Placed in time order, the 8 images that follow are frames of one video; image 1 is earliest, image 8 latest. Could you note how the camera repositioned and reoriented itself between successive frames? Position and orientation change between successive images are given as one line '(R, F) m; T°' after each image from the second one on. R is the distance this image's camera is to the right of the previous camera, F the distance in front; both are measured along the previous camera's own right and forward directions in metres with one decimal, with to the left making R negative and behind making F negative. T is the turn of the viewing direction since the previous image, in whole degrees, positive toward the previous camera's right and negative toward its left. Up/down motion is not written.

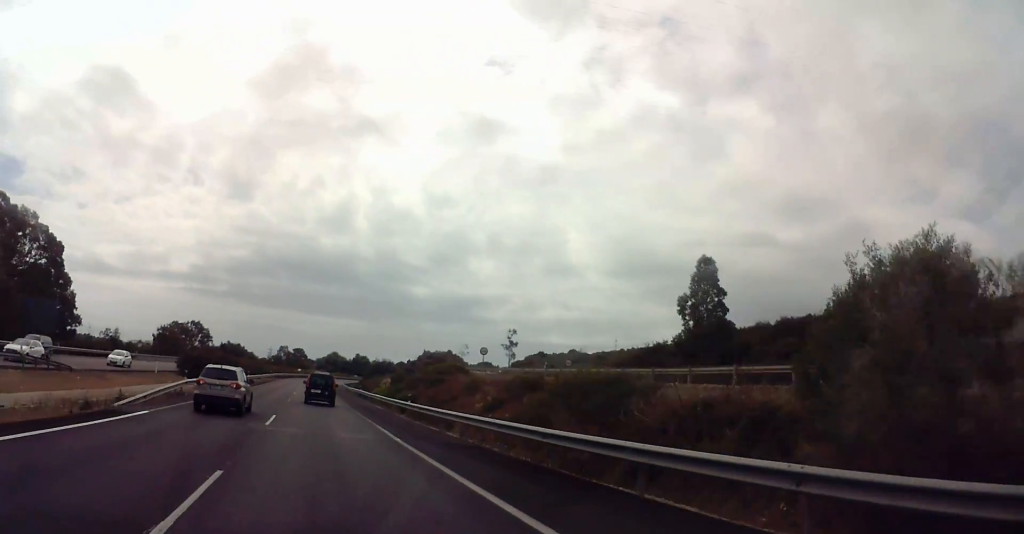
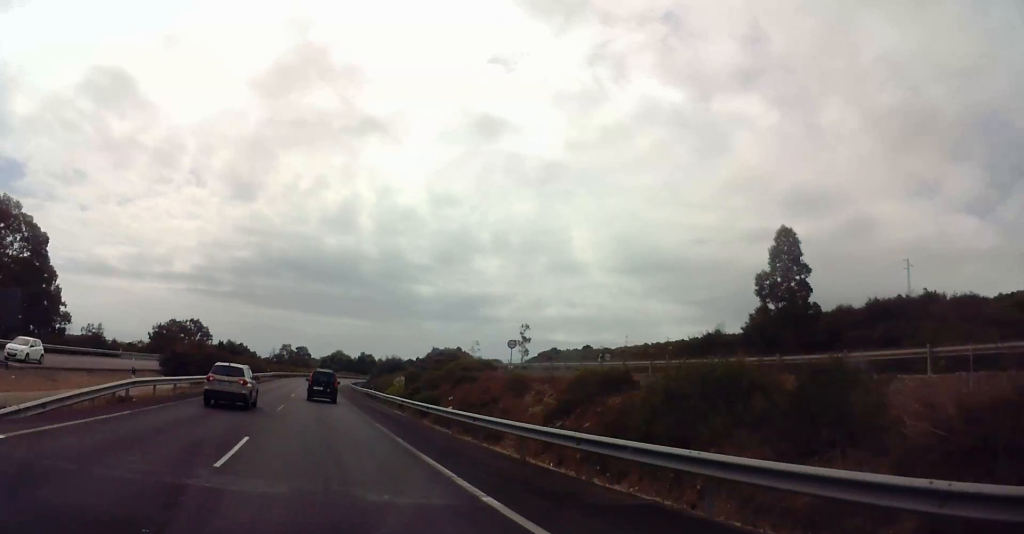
(+0.1, +11.1) m; 0°
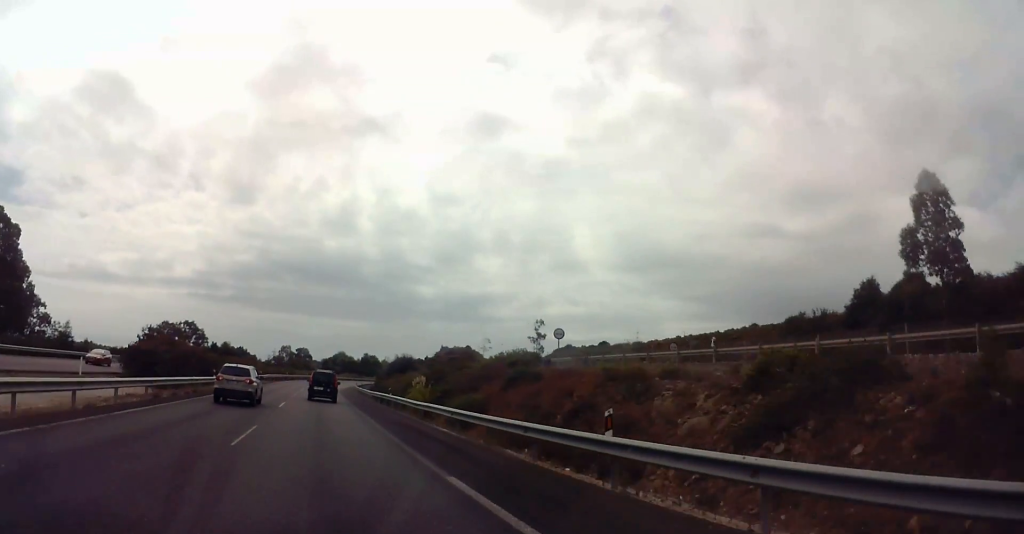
(-0.2, +13.2) m; -1°
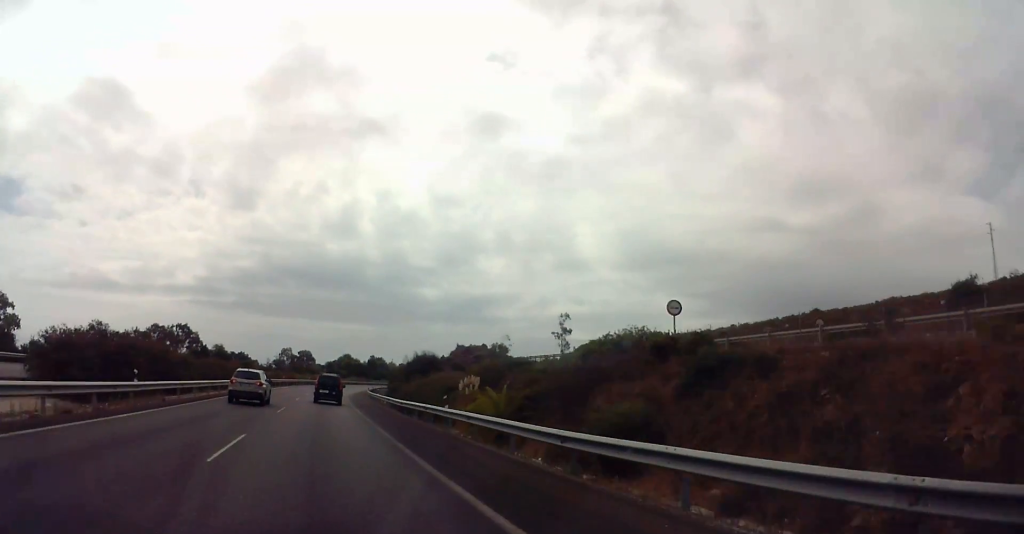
(-0.2, +18.2) m; -1°
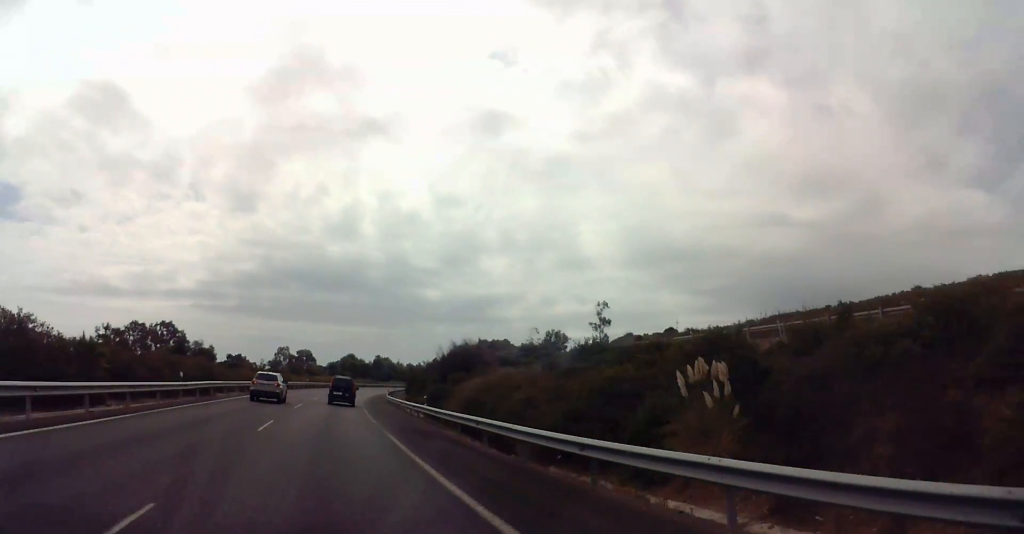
(-0.1, +26.4) m; -1°
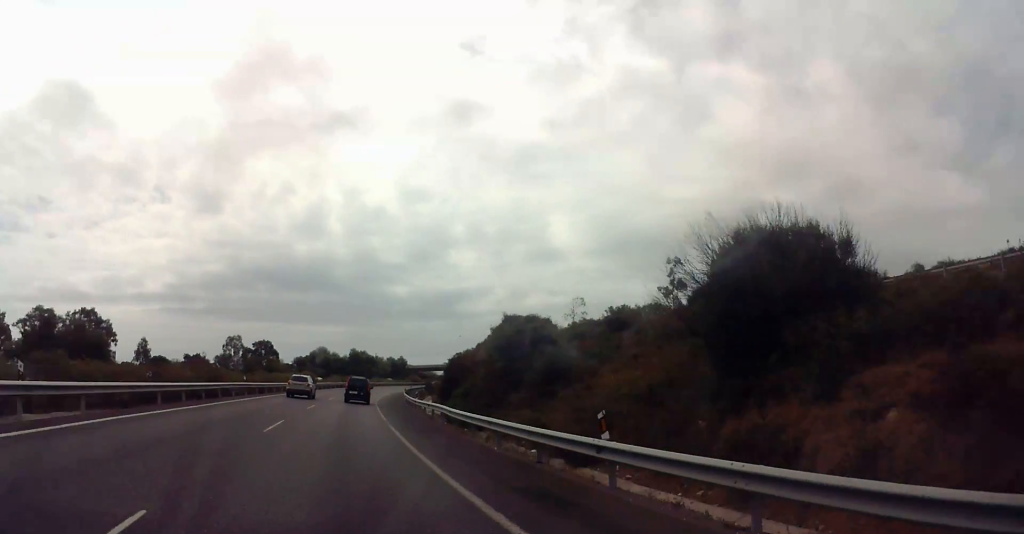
(+0.4, +47.6) m; +3°
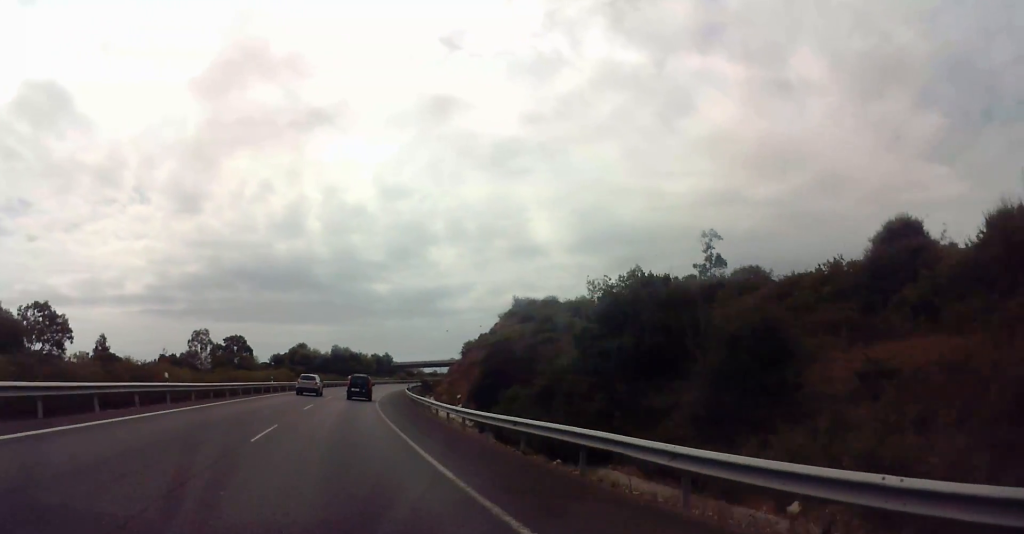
(+0.6, +19.1) m; +2°
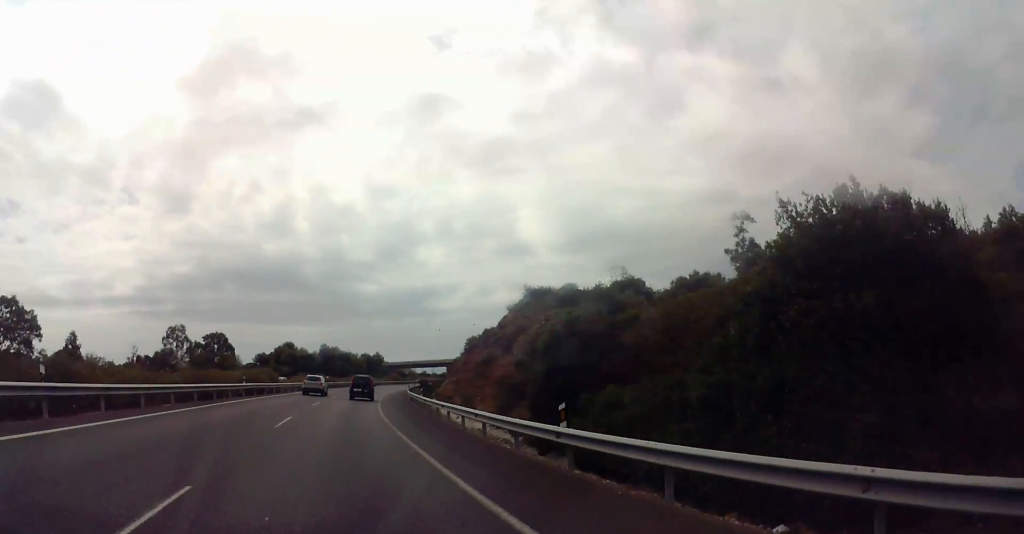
(0.0, +11.1) m; +1°
